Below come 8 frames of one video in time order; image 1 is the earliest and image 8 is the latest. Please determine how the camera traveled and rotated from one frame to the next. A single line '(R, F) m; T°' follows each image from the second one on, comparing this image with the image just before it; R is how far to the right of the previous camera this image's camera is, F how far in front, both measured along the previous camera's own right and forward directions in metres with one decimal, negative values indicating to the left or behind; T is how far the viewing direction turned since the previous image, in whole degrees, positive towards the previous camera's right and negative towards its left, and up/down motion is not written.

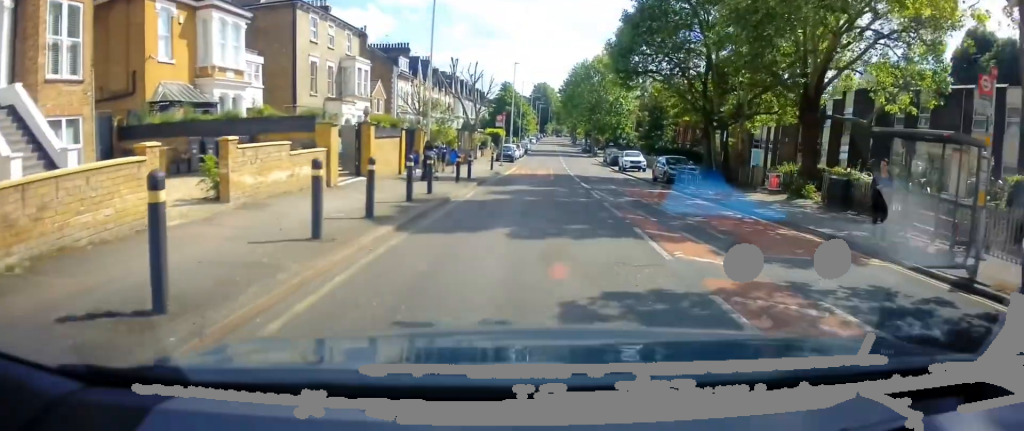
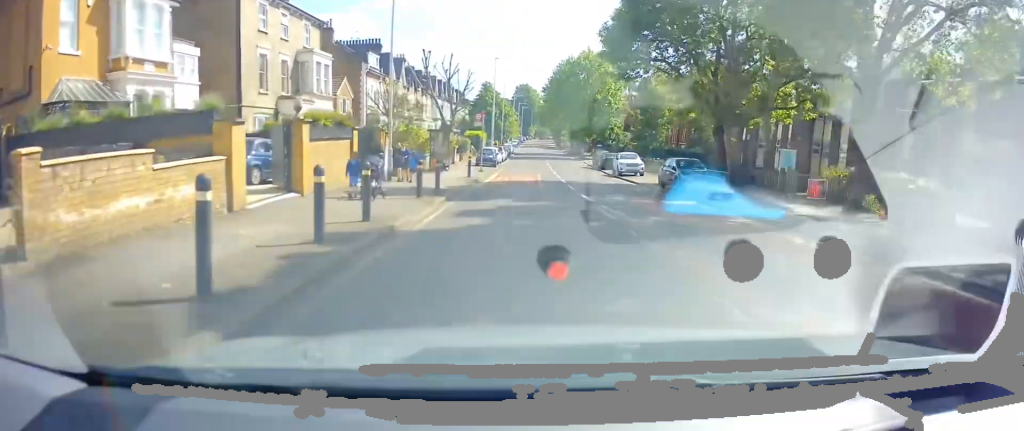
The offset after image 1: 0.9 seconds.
(+0.3, +5.0) m; +3°
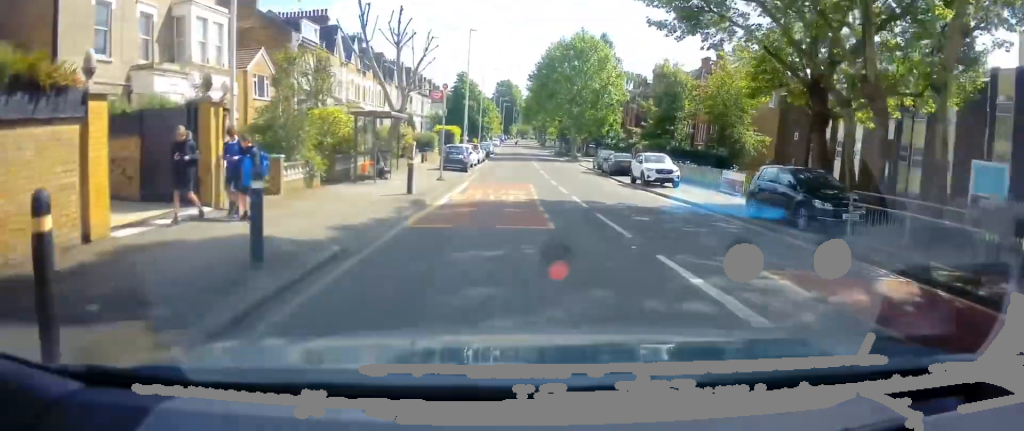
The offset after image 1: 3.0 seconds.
(+0.2, +12.5) m; +3°
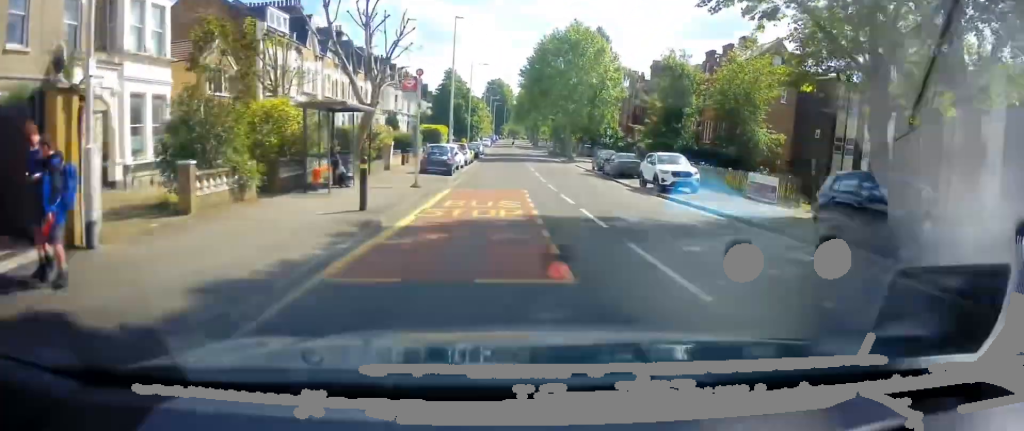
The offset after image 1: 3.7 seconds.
(+0.1, +4.4) m; -1°
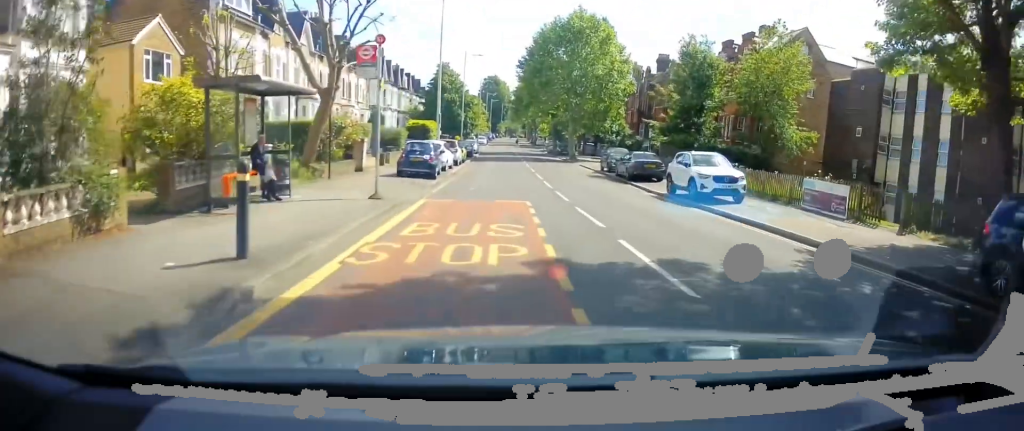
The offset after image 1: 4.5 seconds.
(-0.1, +5.5) m; -2°
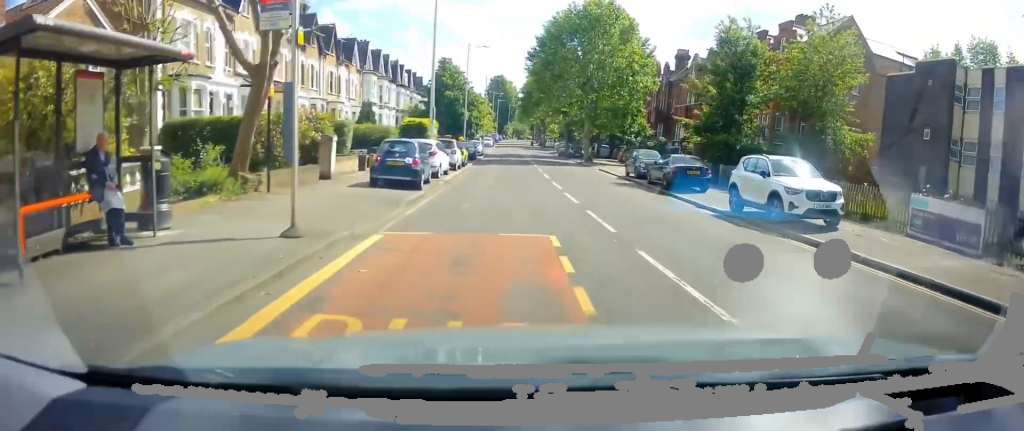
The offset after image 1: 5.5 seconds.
(-0.2, +5.4) m; 0°
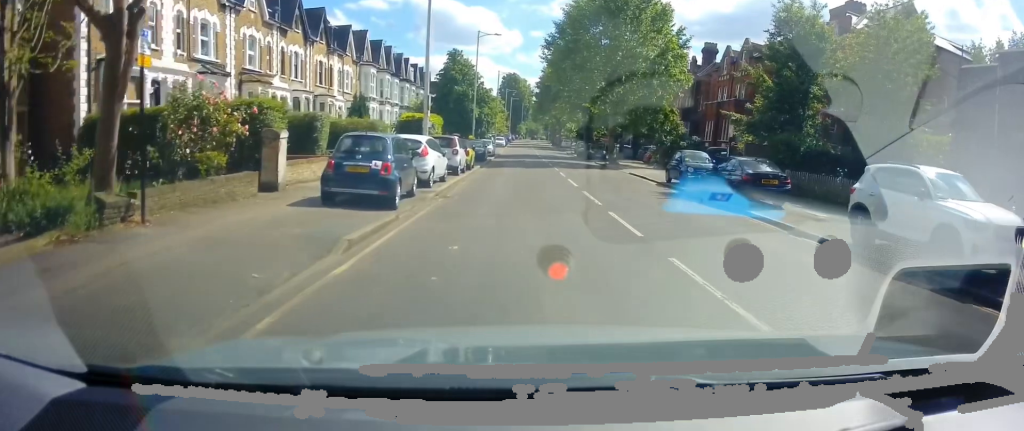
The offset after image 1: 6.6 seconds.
(+0.1, +4.5) m; +1°
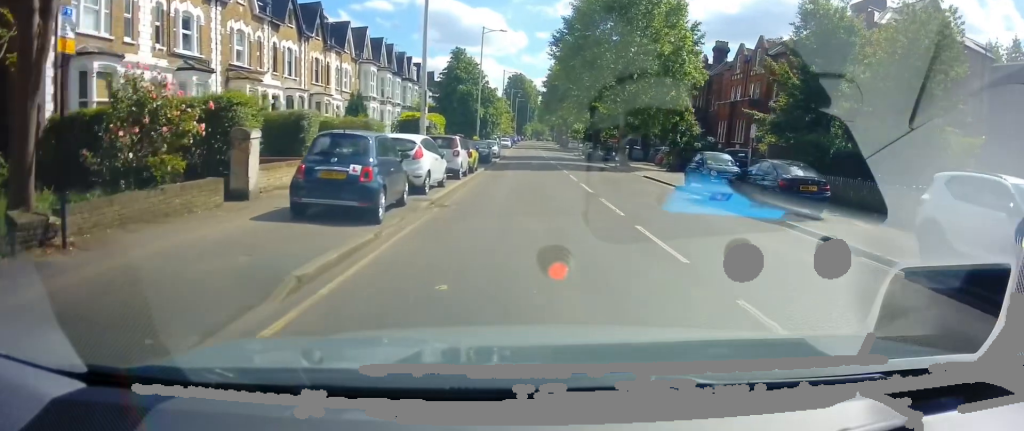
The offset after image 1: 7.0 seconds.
(0.0, +1.7) m; -1°
